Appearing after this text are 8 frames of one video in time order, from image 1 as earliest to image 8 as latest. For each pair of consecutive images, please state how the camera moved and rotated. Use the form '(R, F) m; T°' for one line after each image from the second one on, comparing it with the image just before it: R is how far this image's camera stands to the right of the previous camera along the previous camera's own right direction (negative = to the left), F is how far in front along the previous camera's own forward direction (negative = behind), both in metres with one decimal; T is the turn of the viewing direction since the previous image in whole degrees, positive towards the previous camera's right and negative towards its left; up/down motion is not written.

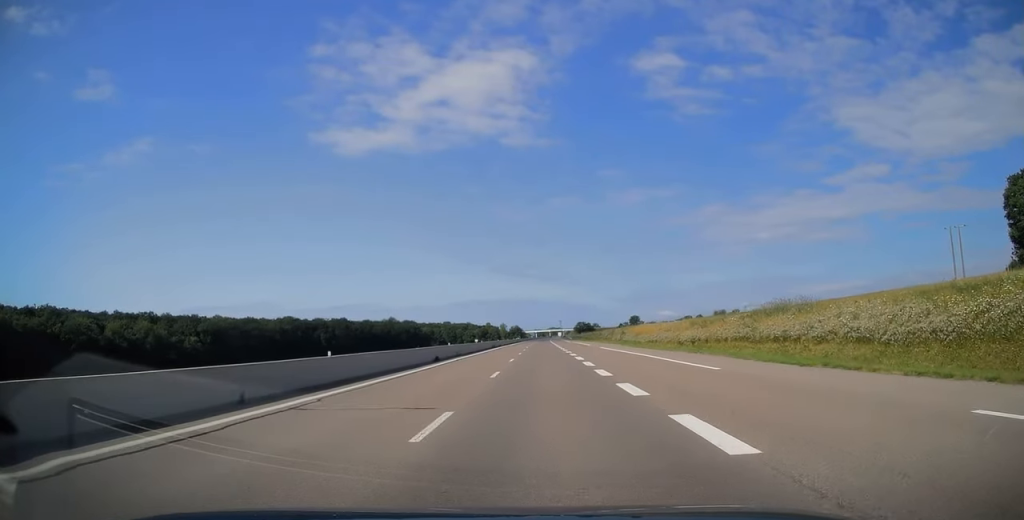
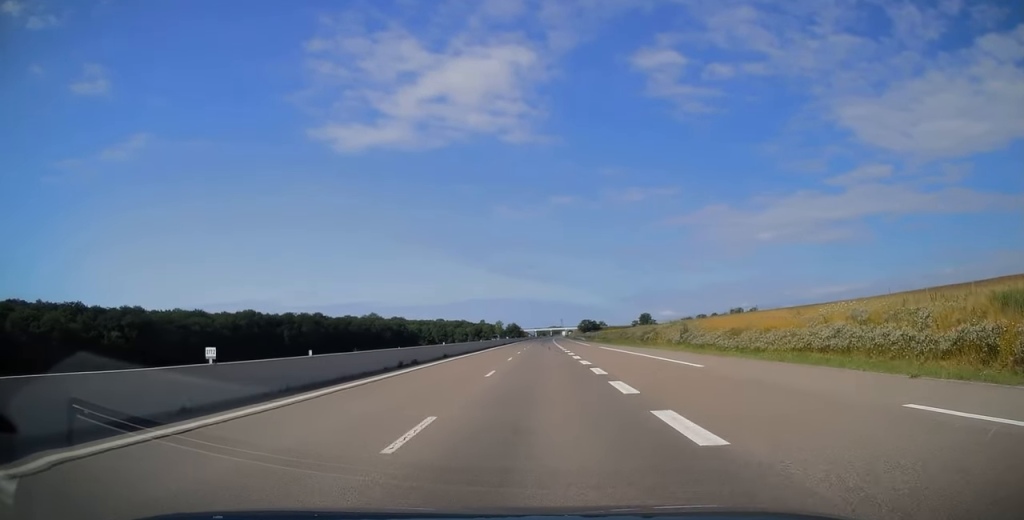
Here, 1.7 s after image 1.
(+0.1, +50.3) m; 0°
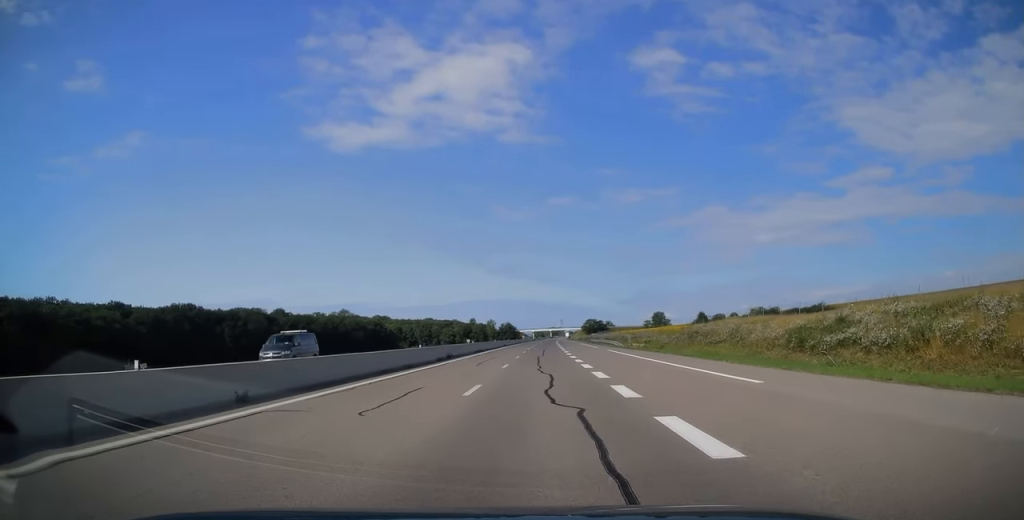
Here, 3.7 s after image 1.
(+0.4, +57.1) m; +1°
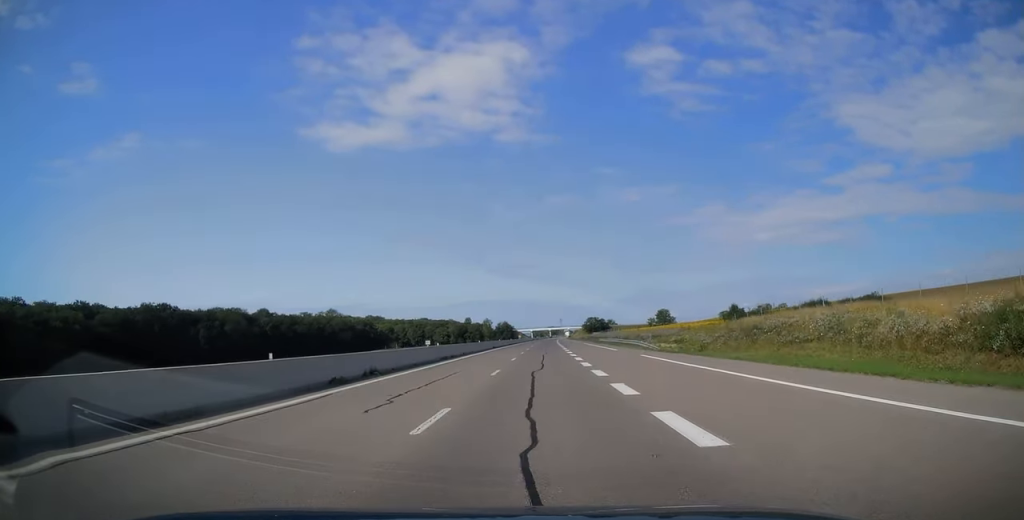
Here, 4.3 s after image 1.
(+0.1, +18.6) m; 0°
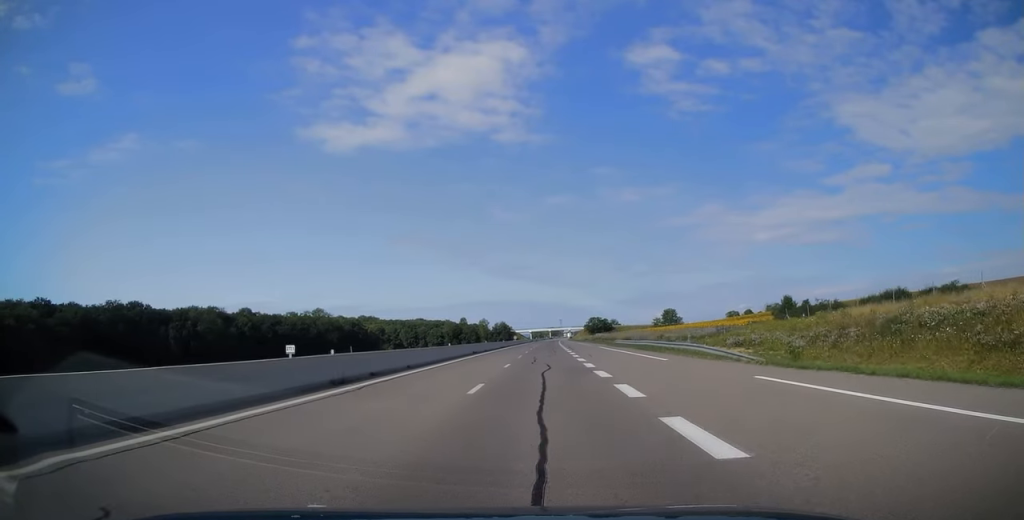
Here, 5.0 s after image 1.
(-0.3, +19.6) m; 0°
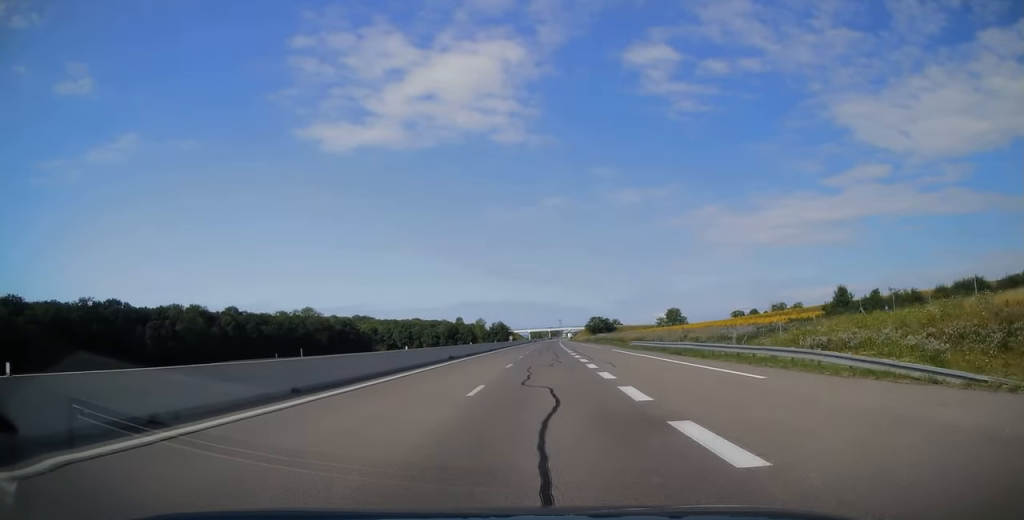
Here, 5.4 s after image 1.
(-0.1, +13.2) m; 0°
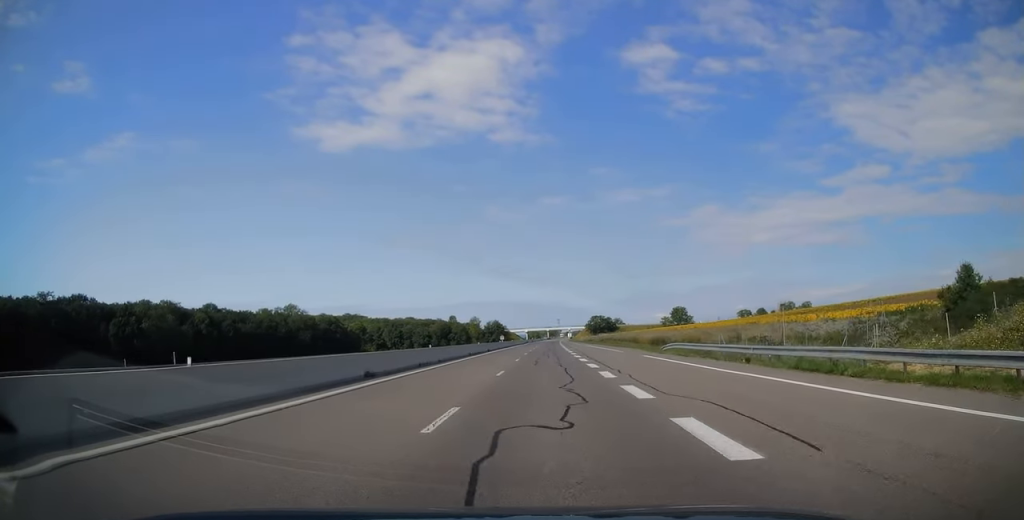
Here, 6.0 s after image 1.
(+0.2, +18.6) m; +1°
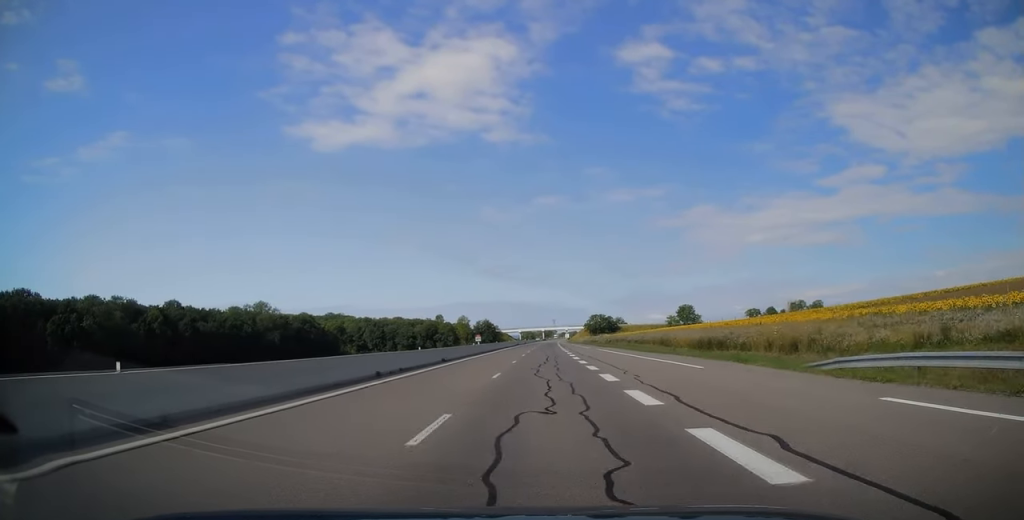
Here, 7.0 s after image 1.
(+0.1, +26.4) m; 0°
